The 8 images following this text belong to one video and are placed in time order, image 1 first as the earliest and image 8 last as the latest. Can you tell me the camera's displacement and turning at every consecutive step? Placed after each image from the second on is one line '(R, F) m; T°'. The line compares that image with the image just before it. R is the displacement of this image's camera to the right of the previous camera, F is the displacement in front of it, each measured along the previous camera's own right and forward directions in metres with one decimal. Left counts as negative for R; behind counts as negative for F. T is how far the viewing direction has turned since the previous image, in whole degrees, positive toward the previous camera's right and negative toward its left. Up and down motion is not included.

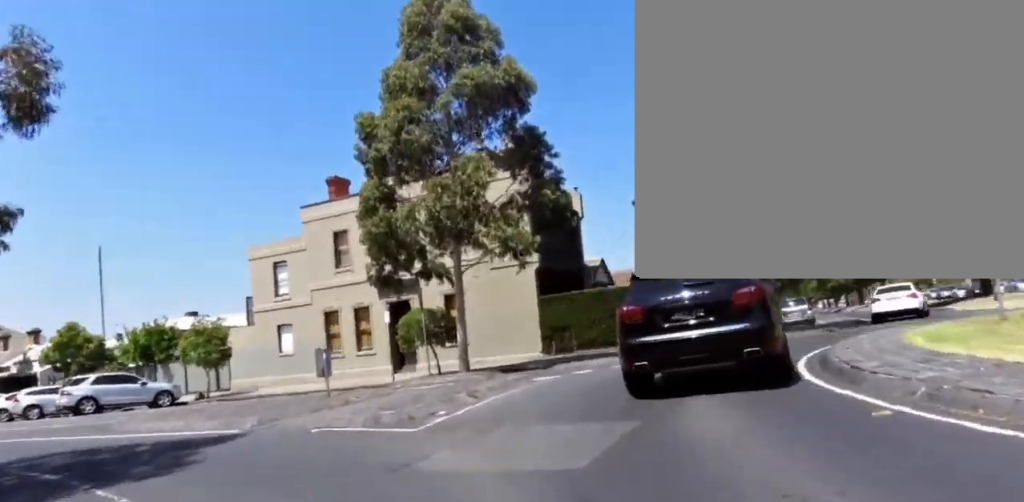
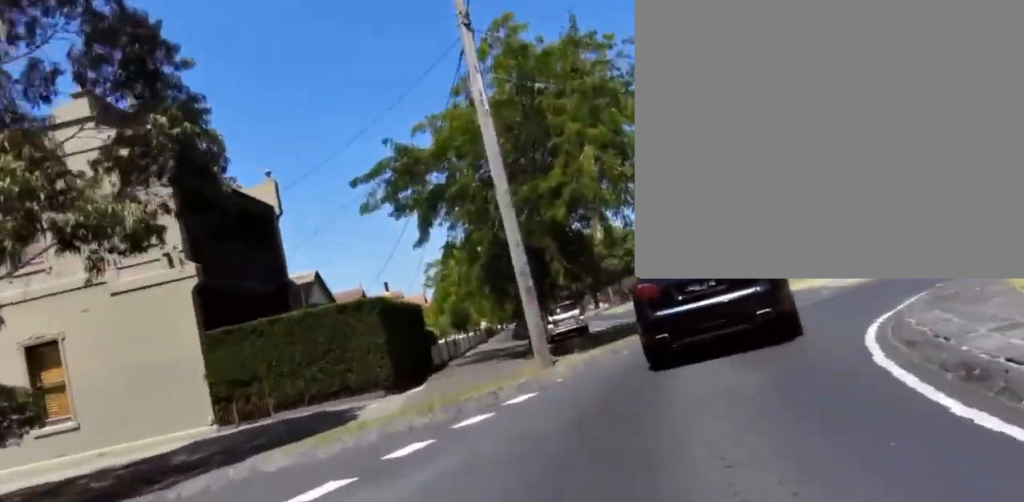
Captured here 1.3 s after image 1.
(+0.4, +8.5) m; +9°
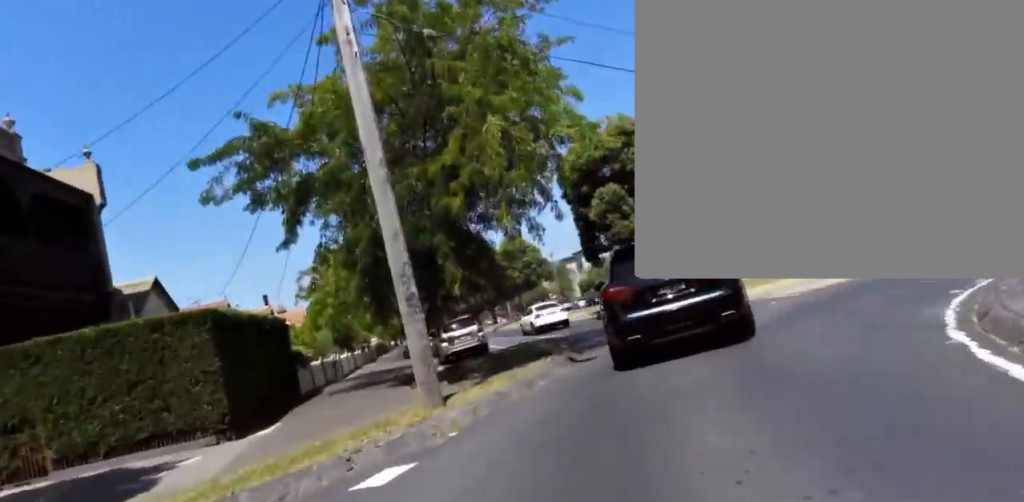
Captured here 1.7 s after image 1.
(+0.3, +3.2) m; +4°
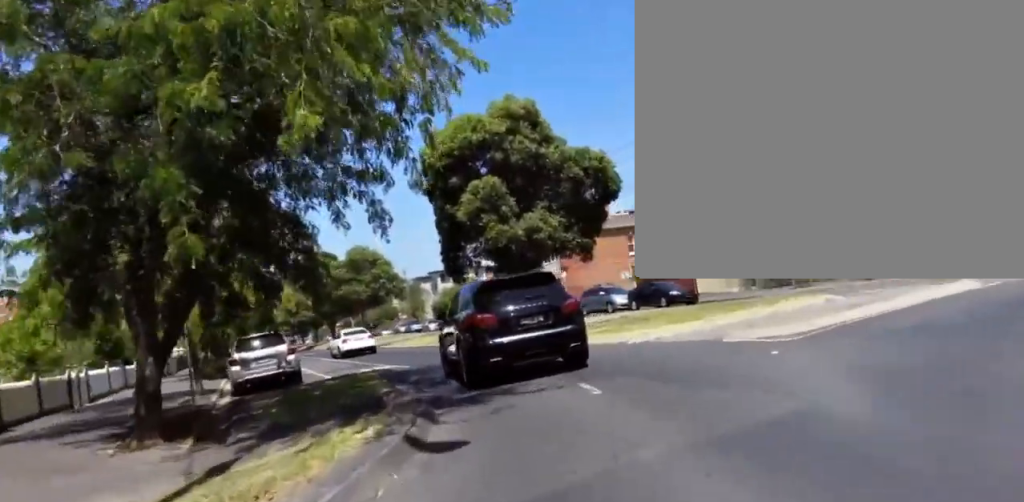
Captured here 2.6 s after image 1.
(+0.3, +5.7) m; +8°
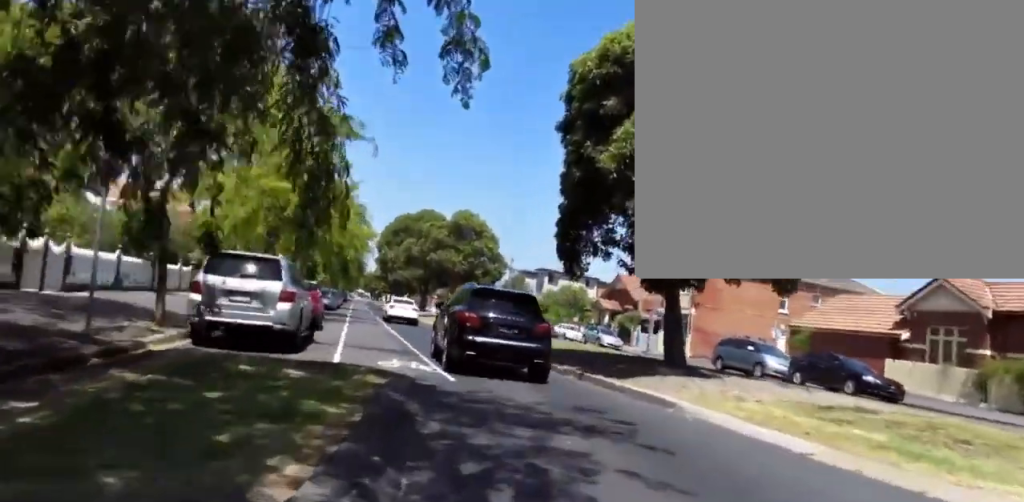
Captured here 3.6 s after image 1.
(+0.6, +7.1) m; +4°
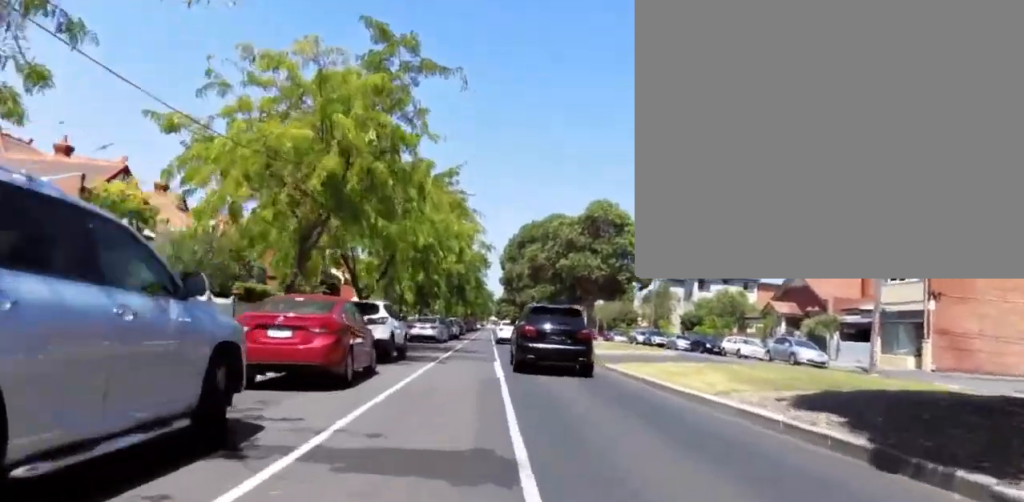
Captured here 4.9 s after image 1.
(-0.7, +9.5) m; -10°
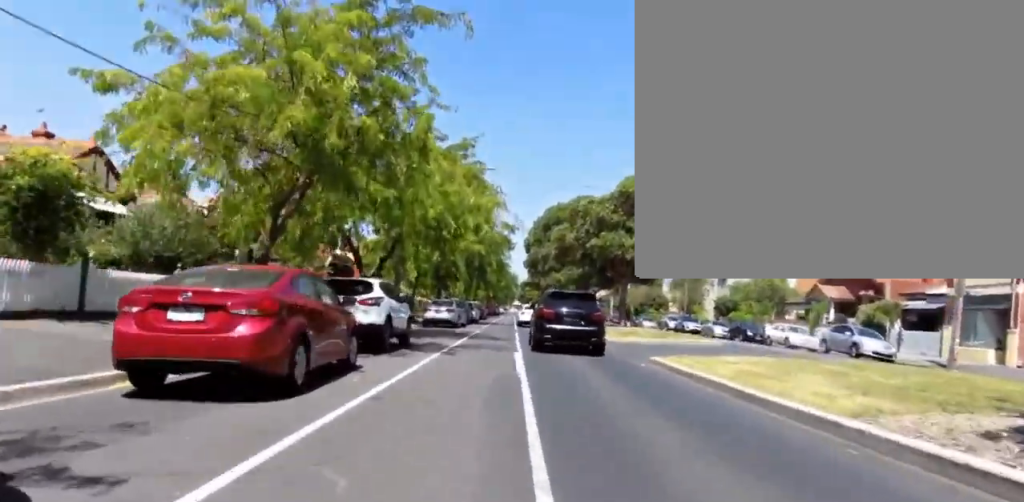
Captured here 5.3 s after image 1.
(-0.1, +3.4) m; -2°
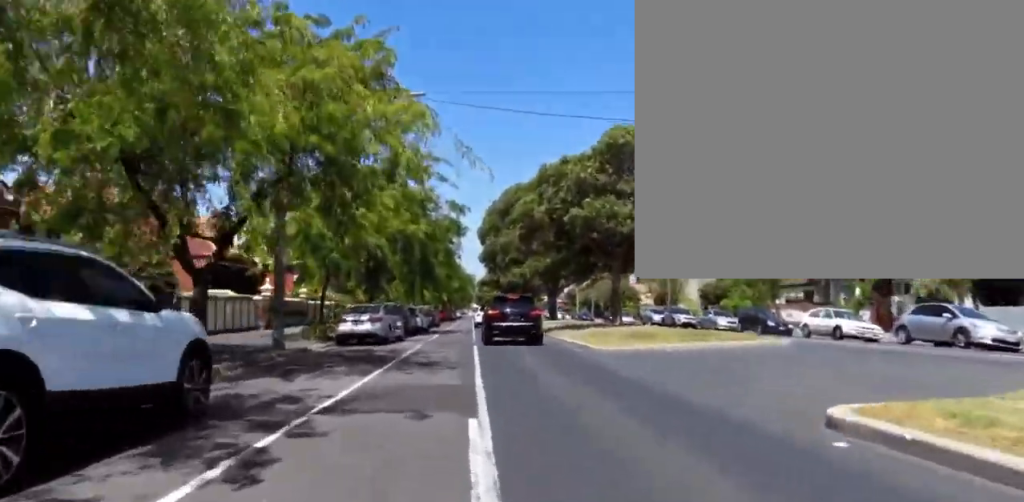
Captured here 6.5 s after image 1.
(0.0, +9.4) m; 0°
